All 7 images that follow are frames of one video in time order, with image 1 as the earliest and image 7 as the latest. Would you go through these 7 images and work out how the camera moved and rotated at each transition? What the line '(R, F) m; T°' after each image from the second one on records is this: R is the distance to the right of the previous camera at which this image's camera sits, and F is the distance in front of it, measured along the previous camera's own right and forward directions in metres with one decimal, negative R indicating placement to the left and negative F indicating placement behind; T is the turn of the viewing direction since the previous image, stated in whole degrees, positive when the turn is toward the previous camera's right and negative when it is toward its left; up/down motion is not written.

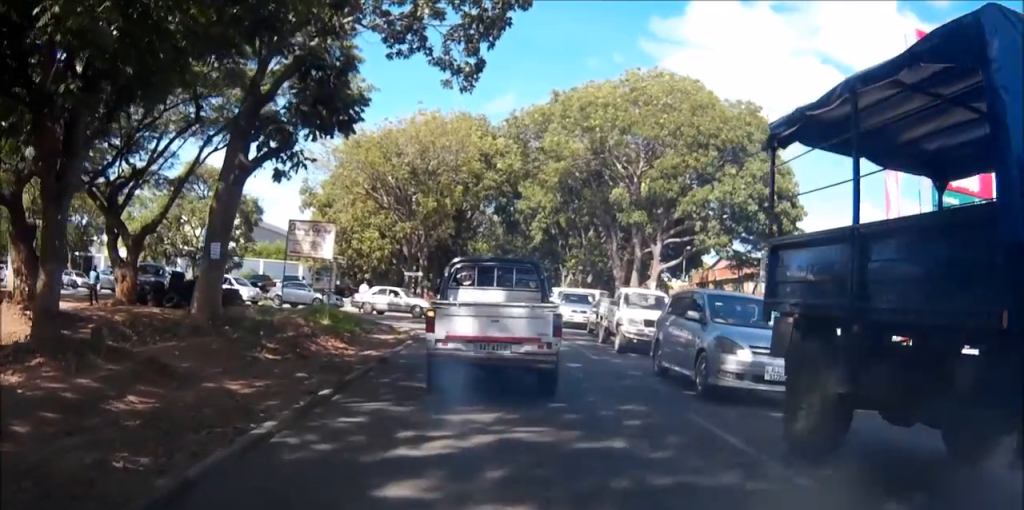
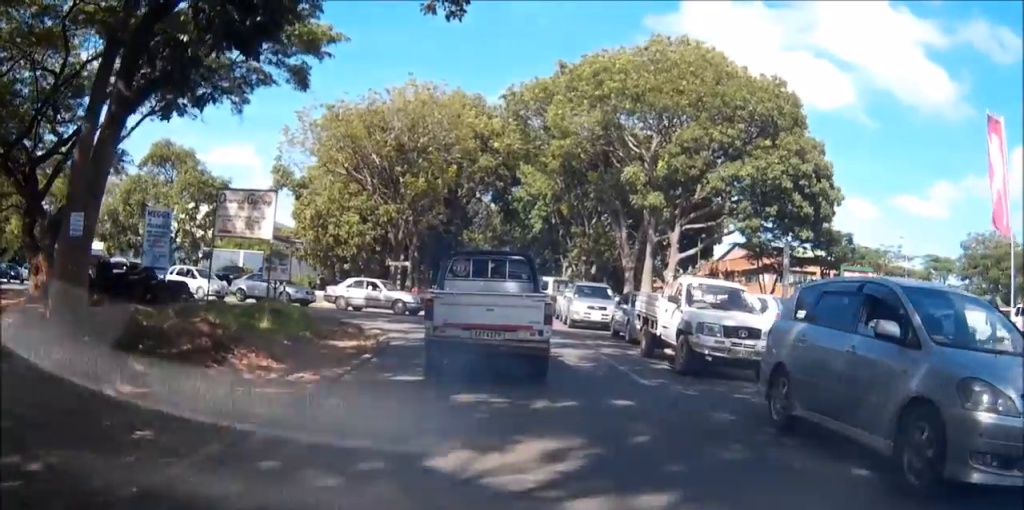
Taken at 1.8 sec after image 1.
(-0.2, +5.9) m; -3°
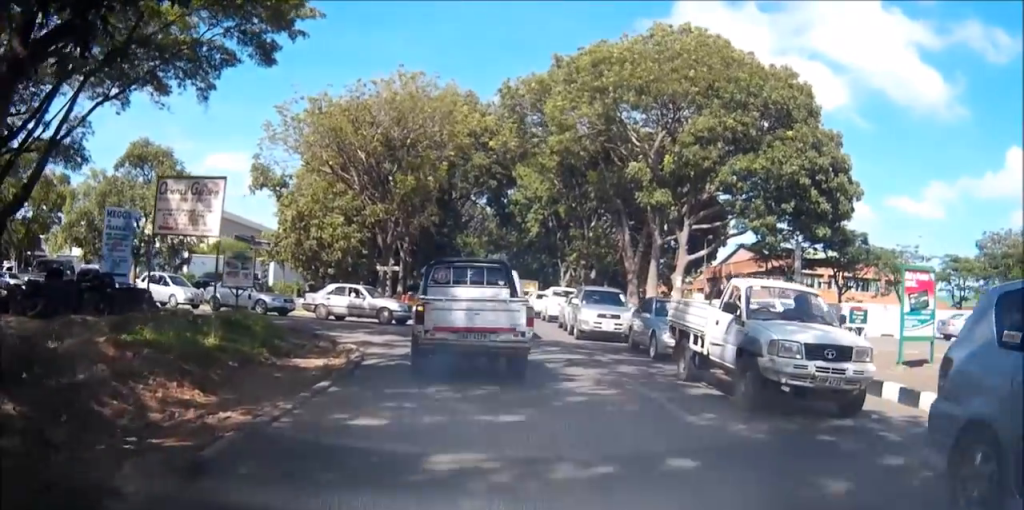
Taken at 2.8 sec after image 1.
(-0.2, +3.3) m; -2°
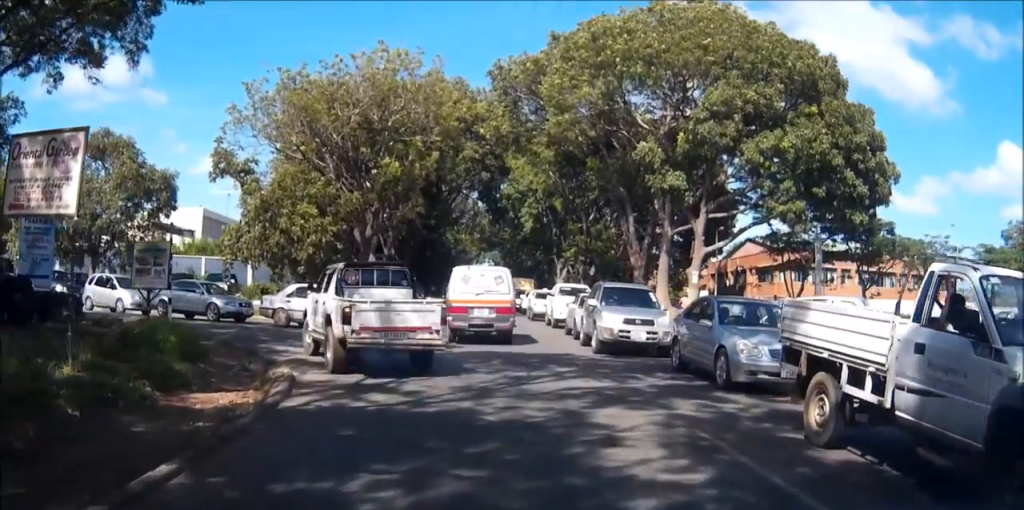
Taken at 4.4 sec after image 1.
(+0.1, +5.0) m; +2°
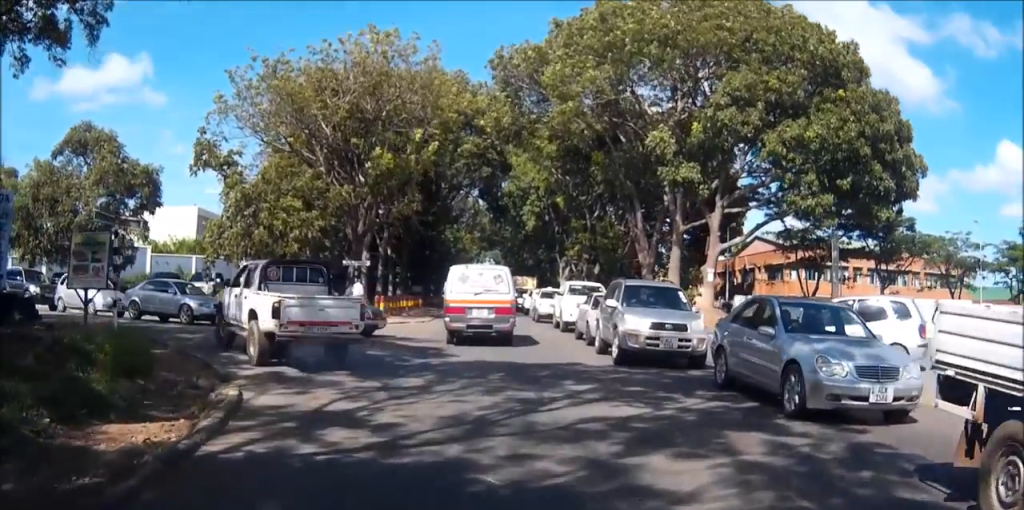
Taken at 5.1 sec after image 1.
(0.0, +2.8) m; 0°
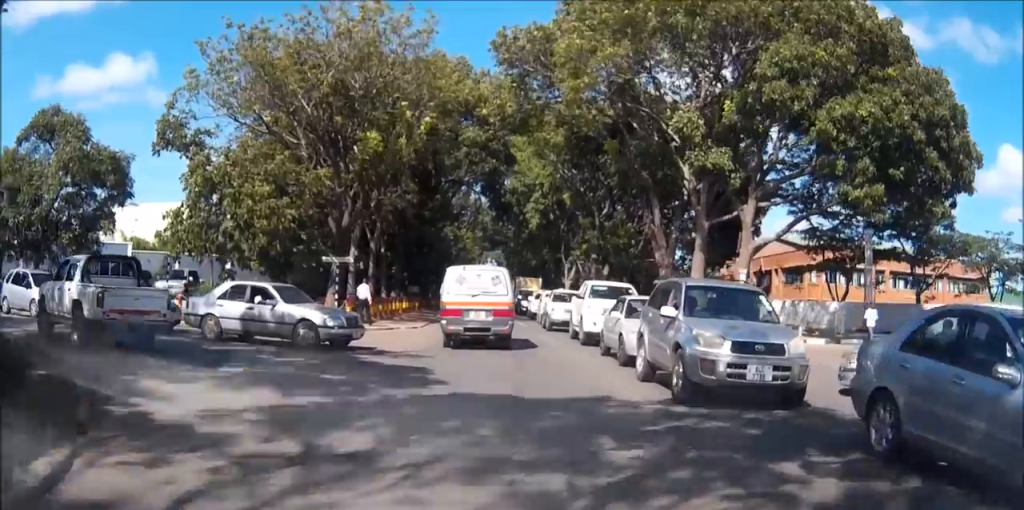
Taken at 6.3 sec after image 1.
(0.0, +5.0) m; -1°
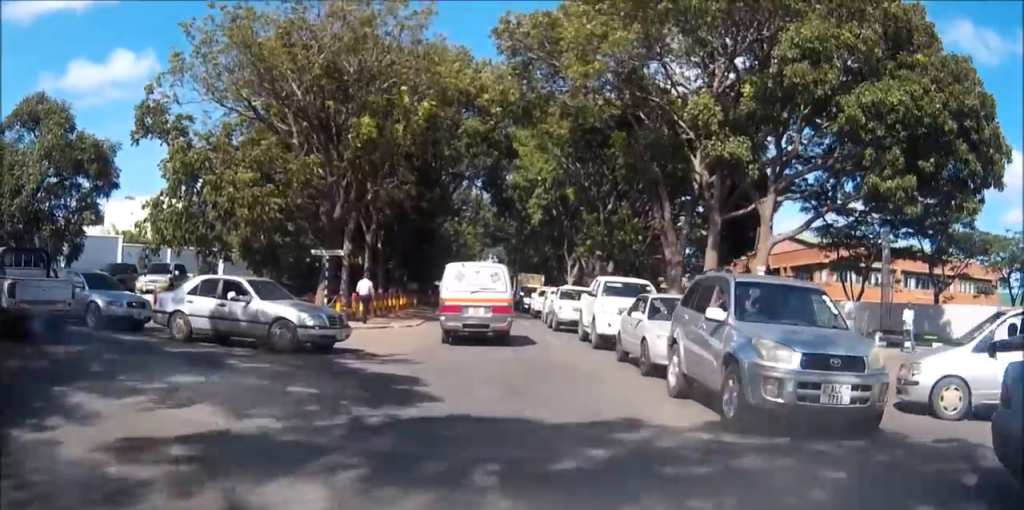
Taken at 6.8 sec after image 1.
(0.0, +2.2) m; -1°
